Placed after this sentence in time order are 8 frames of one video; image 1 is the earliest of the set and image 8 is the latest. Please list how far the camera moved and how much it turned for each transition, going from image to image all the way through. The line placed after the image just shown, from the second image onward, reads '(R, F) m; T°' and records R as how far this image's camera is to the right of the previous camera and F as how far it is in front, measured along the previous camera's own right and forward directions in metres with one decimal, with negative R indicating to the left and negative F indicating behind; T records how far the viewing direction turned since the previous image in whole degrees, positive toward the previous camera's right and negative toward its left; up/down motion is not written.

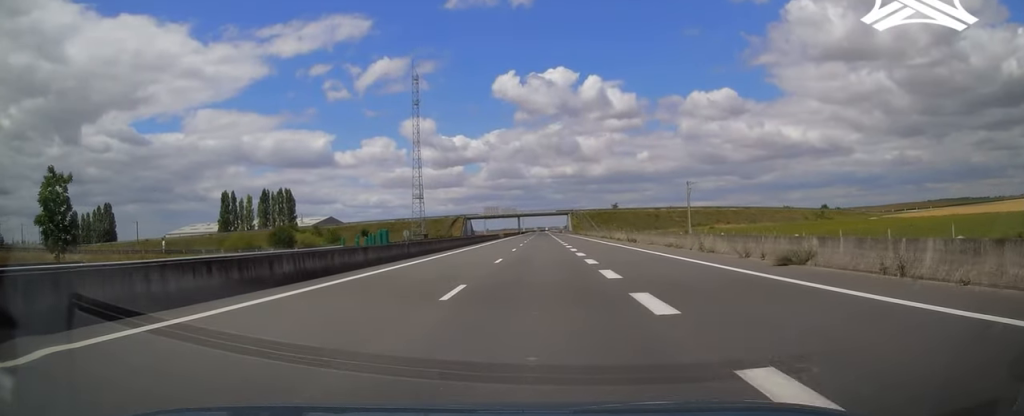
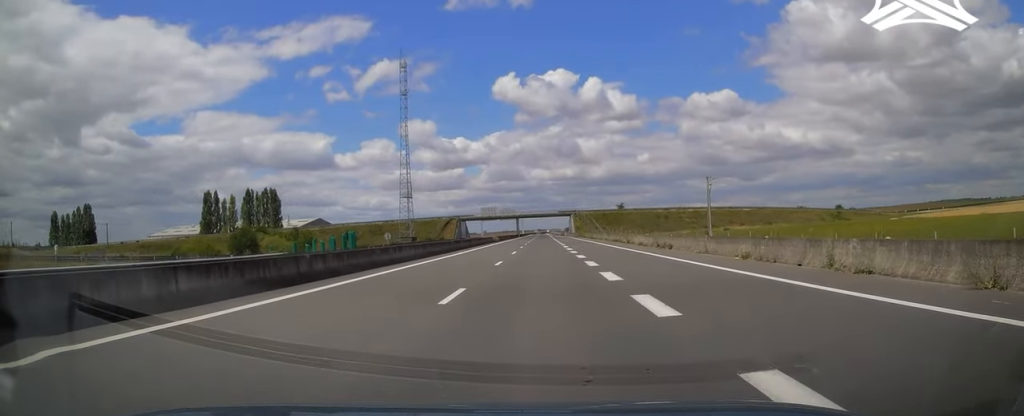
(+0.1, +13.1) m; 0°
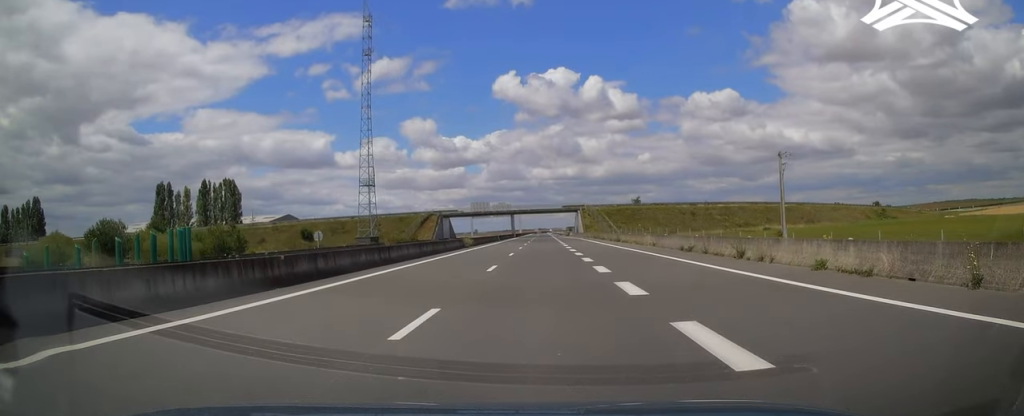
(+0.1, +29.6) m; 0°
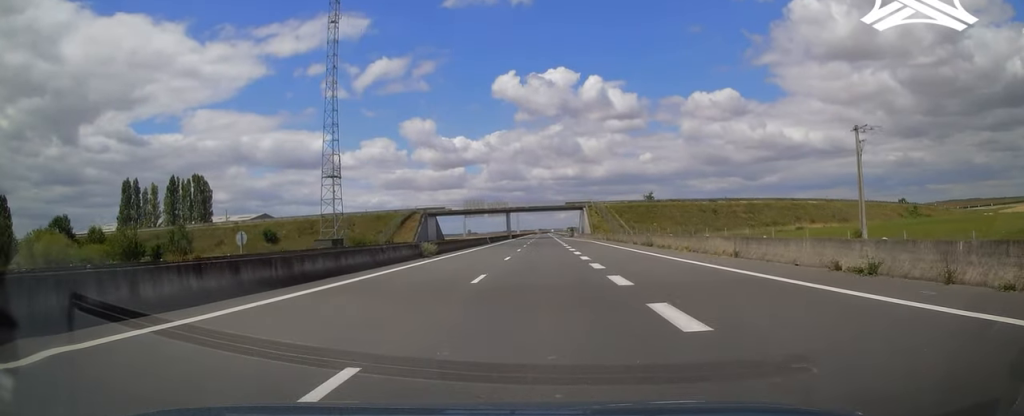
(0.0, +17.5) m; 0°
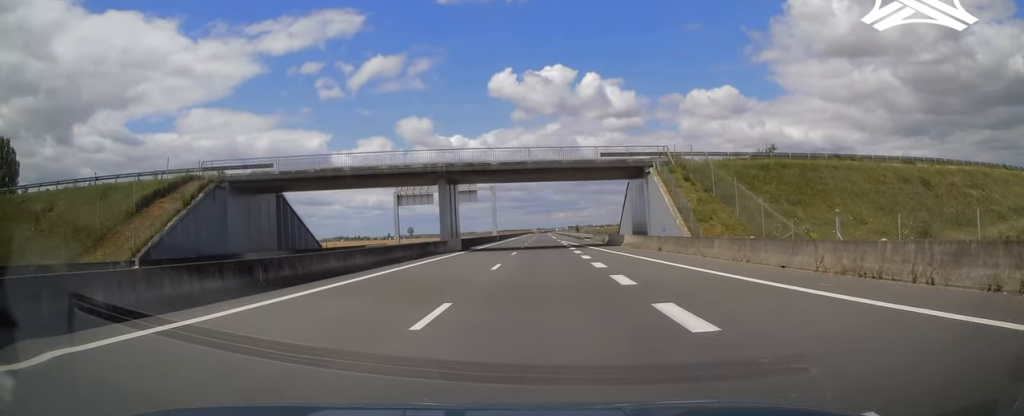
(+0.3, +72.1) m; 0°
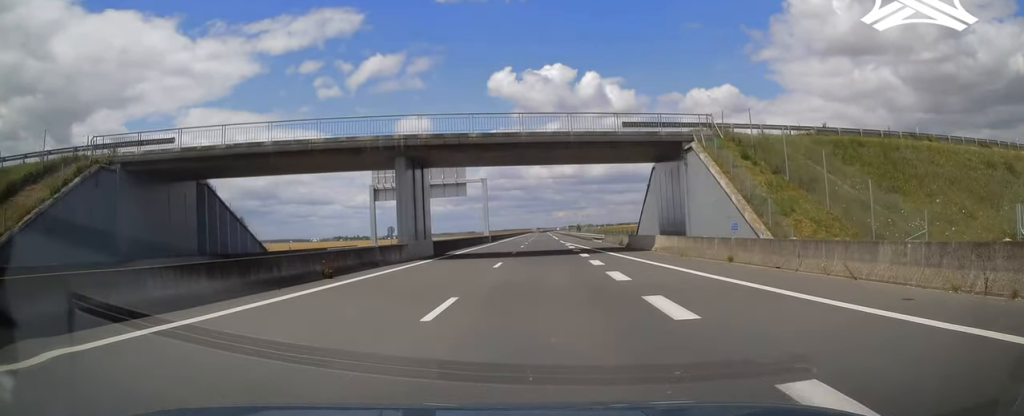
(0.0, +12.2) m; 0°
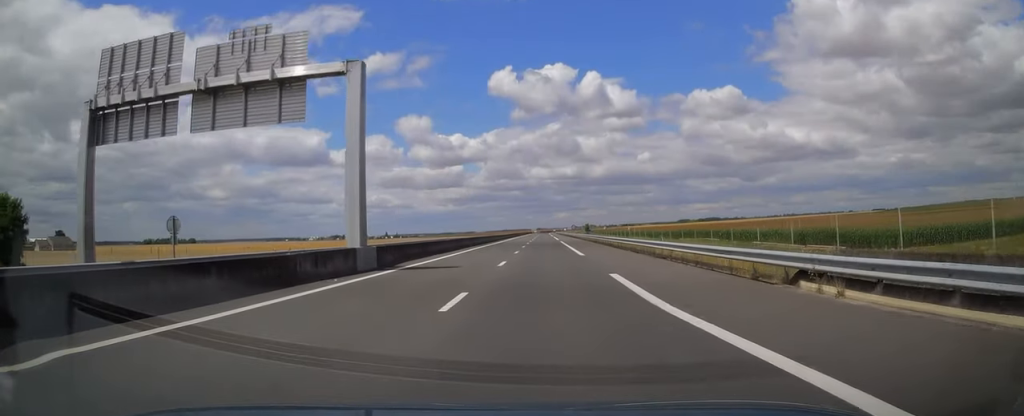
(0.0, +50.8) m; +1°
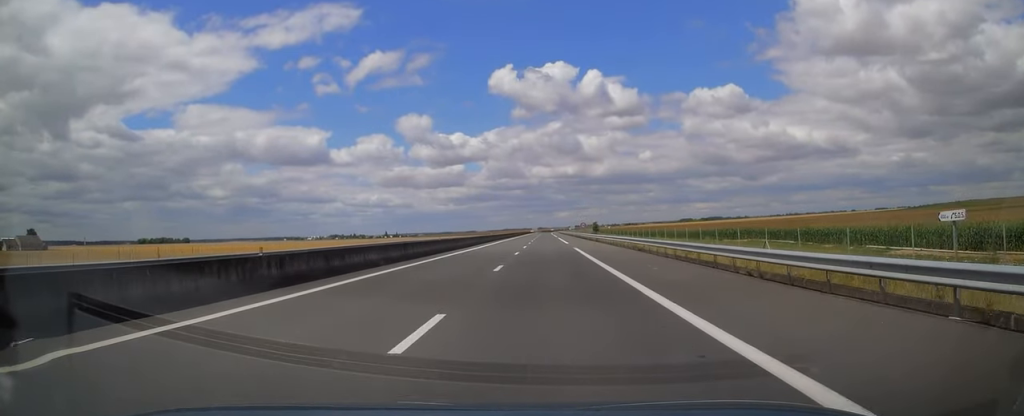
(+0.1, +29.8) m; -1°
